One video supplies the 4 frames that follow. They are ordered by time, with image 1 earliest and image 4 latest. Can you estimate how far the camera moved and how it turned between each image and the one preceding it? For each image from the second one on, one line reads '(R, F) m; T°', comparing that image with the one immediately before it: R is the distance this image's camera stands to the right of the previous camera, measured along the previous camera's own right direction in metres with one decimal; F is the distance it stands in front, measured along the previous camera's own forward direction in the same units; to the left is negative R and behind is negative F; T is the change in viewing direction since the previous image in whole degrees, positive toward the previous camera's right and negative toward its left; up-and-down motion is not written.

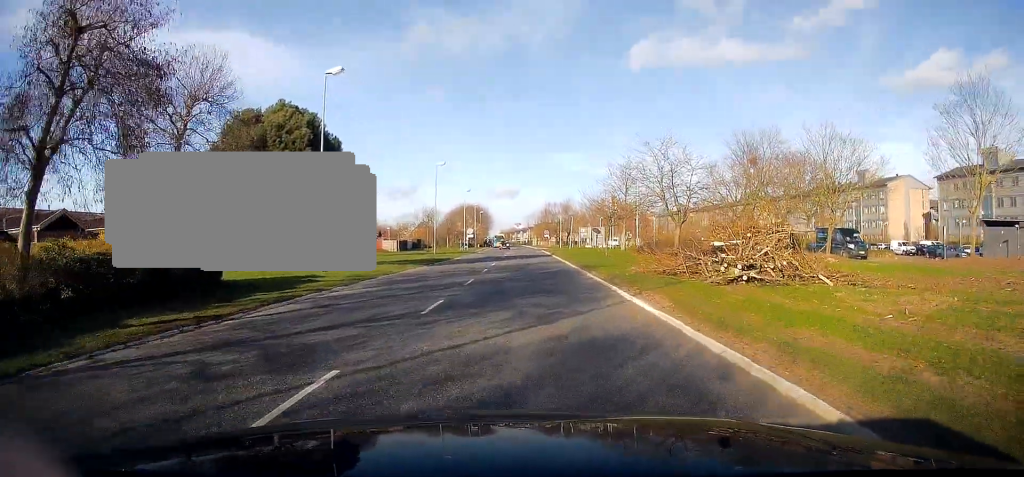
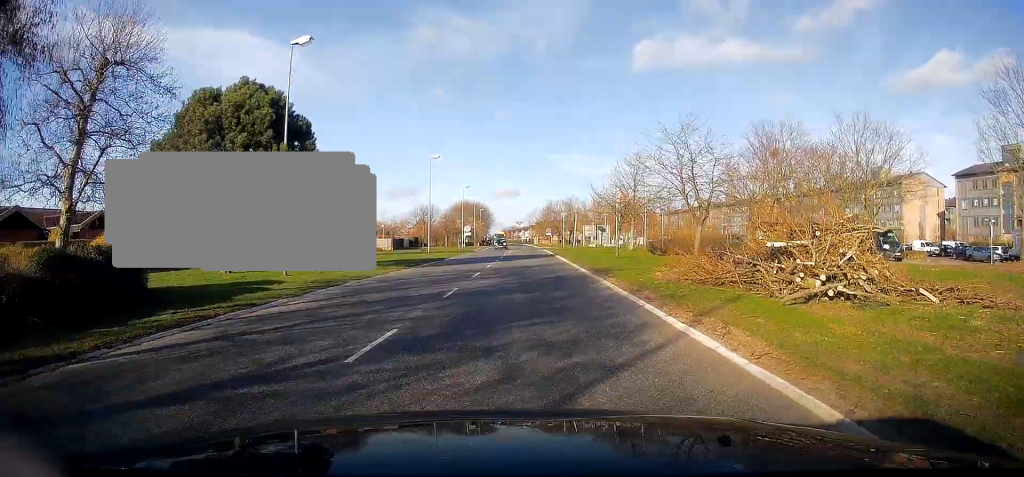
(+0.1, +4.8) m; -2°
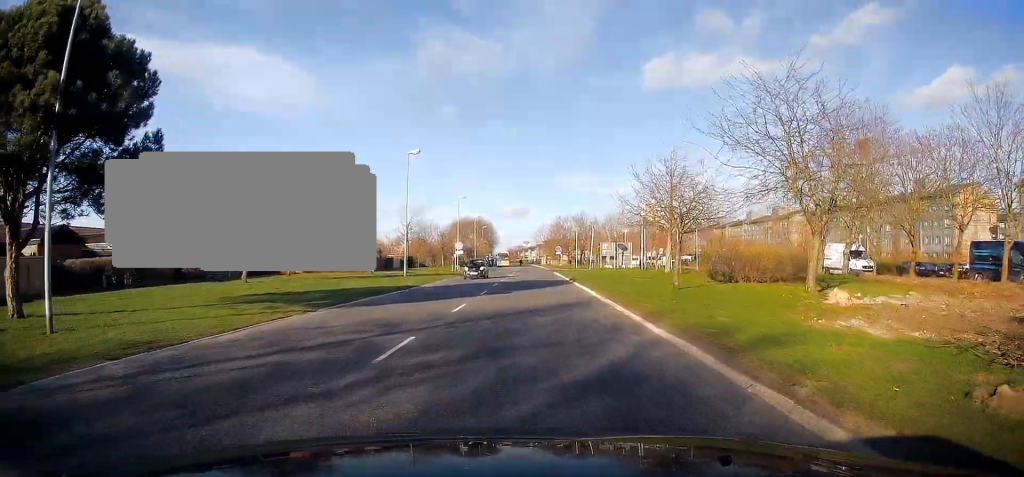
(-0.4, +14.9) m; 0°
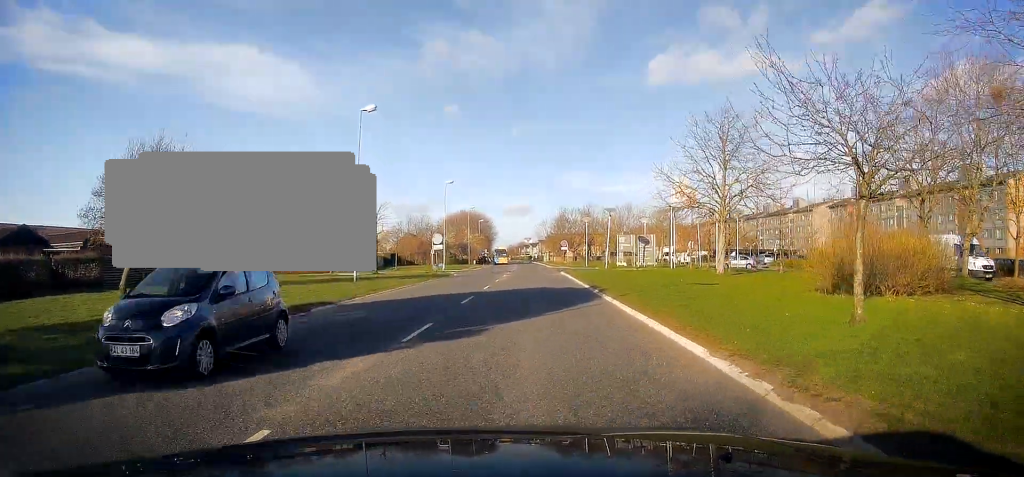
(+0.2, +14.7) m; +1°
